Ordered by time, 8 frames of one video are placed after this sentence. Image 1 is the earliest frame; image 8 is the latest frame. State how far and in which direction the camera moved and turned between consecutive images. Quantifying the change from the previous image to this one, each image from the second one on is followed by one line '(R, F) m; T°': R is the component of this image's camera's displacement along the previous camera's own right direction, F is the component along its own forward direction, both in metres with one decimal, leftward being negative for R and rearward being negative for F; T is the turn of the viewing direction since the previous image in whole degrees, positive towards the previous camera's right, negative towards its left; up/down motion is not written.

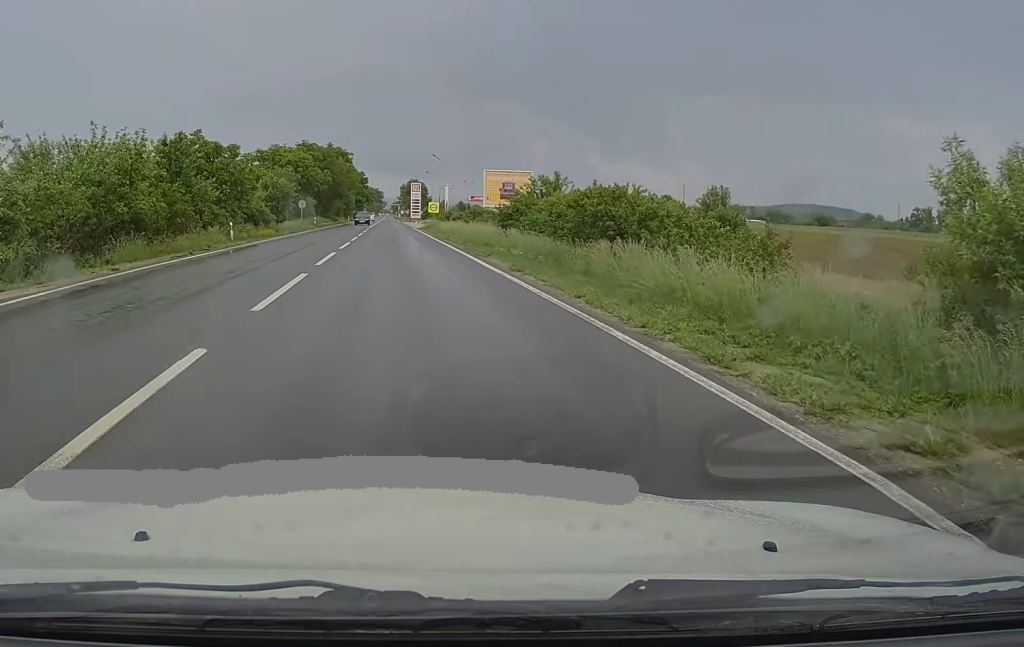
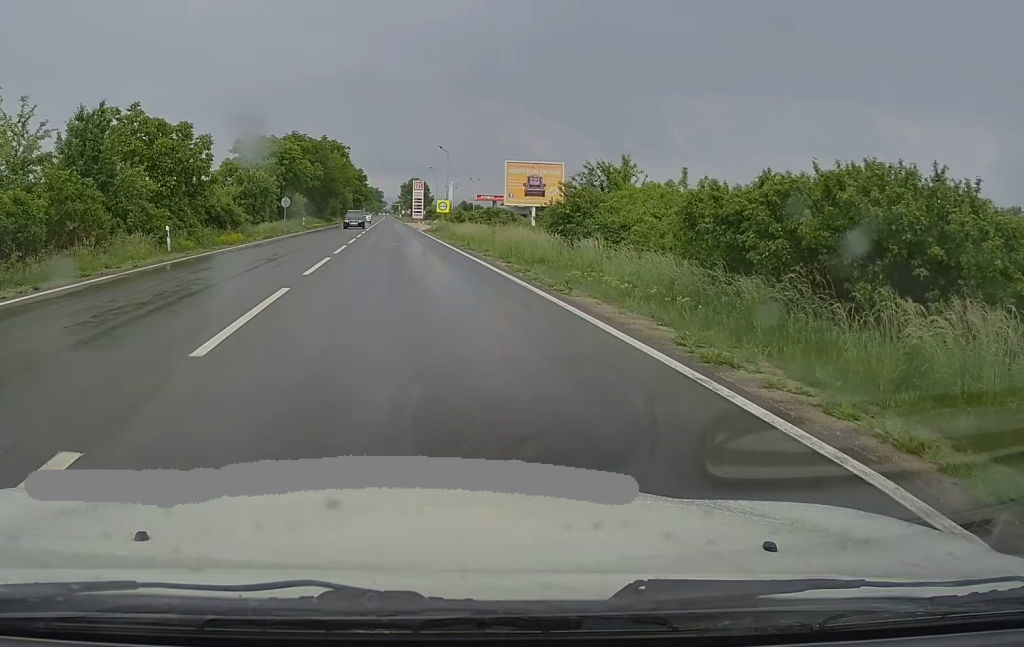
(+0.3, +11.9) m; 0°
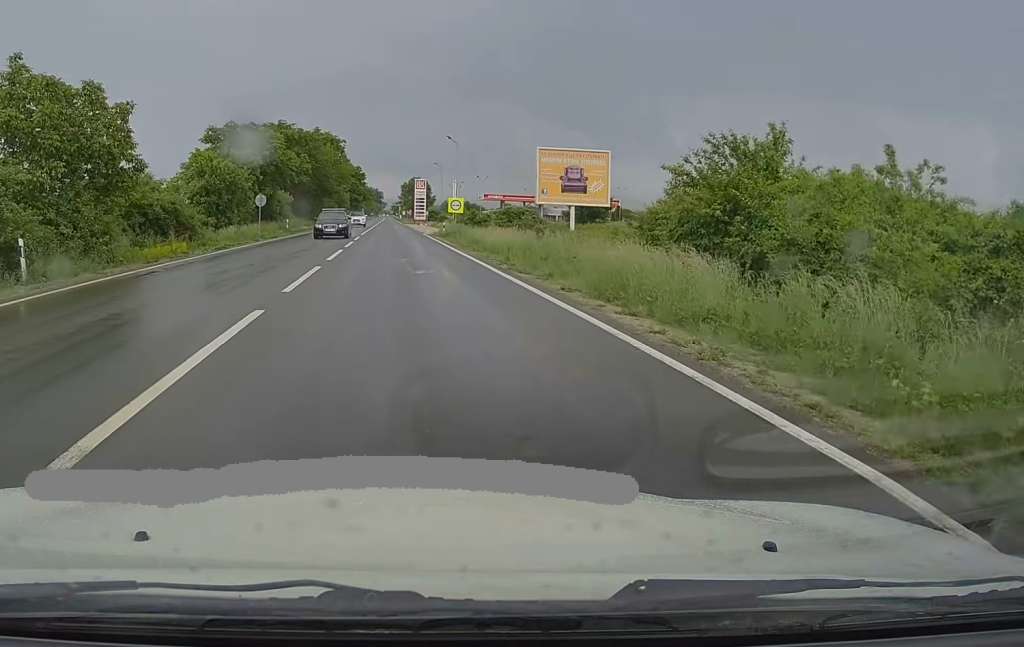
(-0.2, +11.9) m; -1°
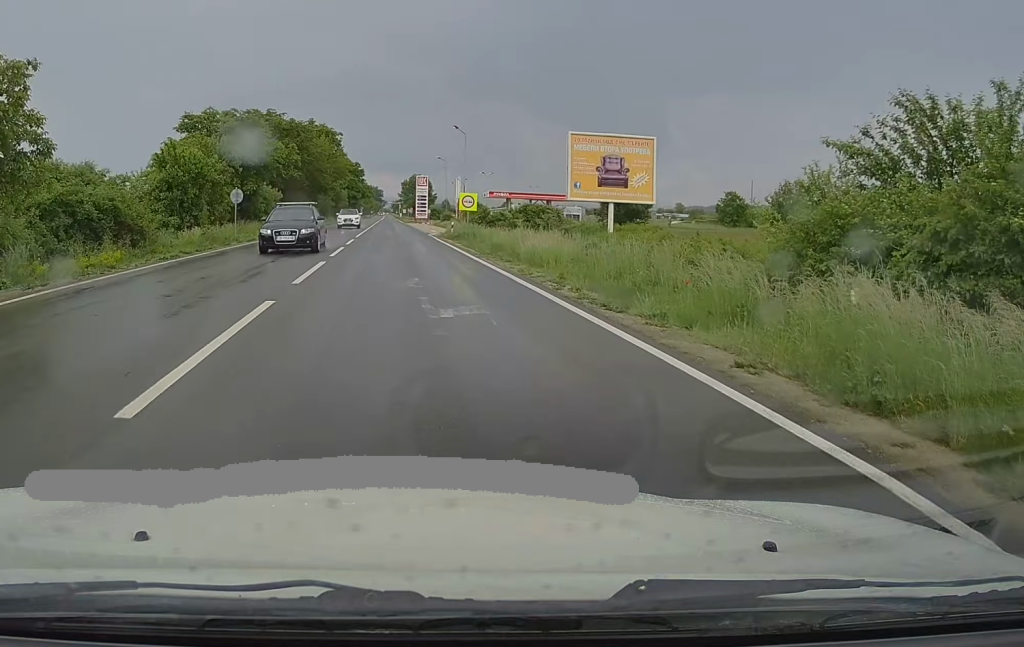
(-0.1, +7.8) m; -1°
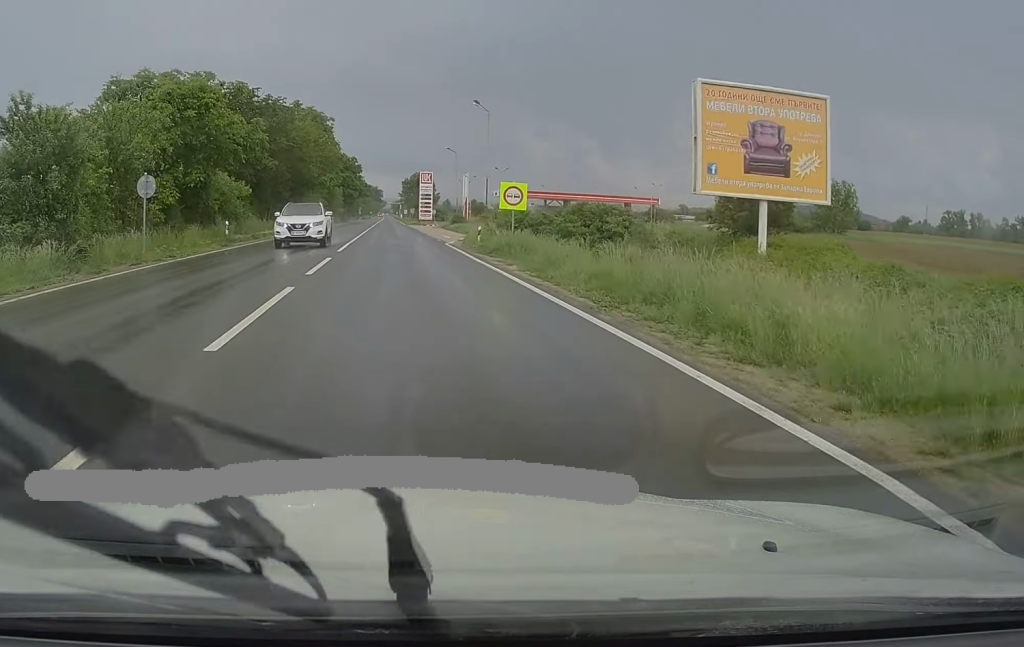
(0.0, +15.5) m; +1°
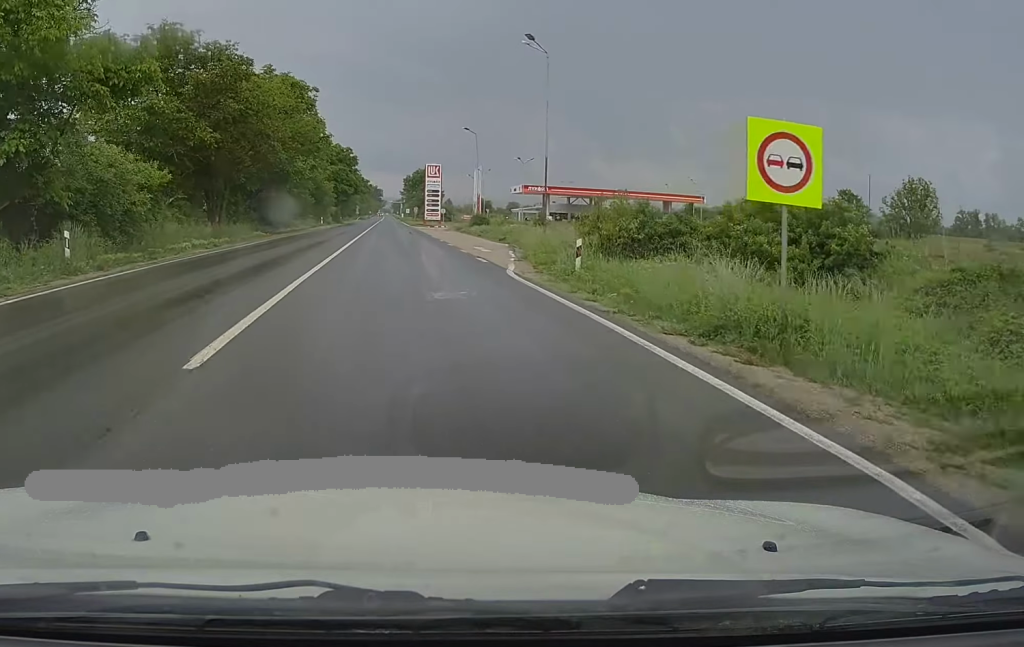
(+0.5, +19.6) m; 0°
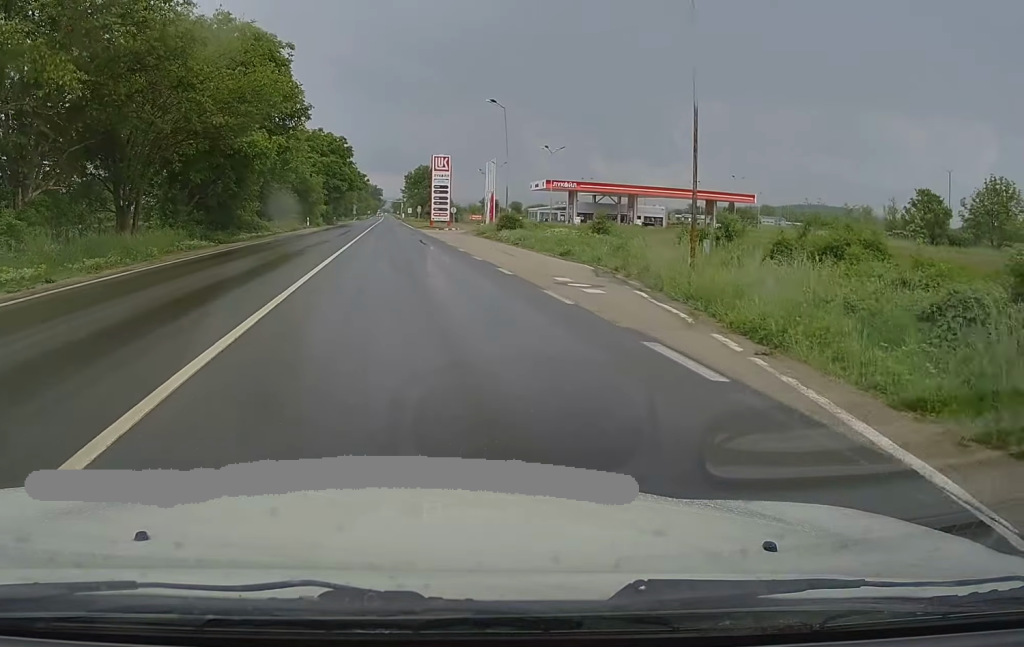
(-0.4, +16.5) m; -1°
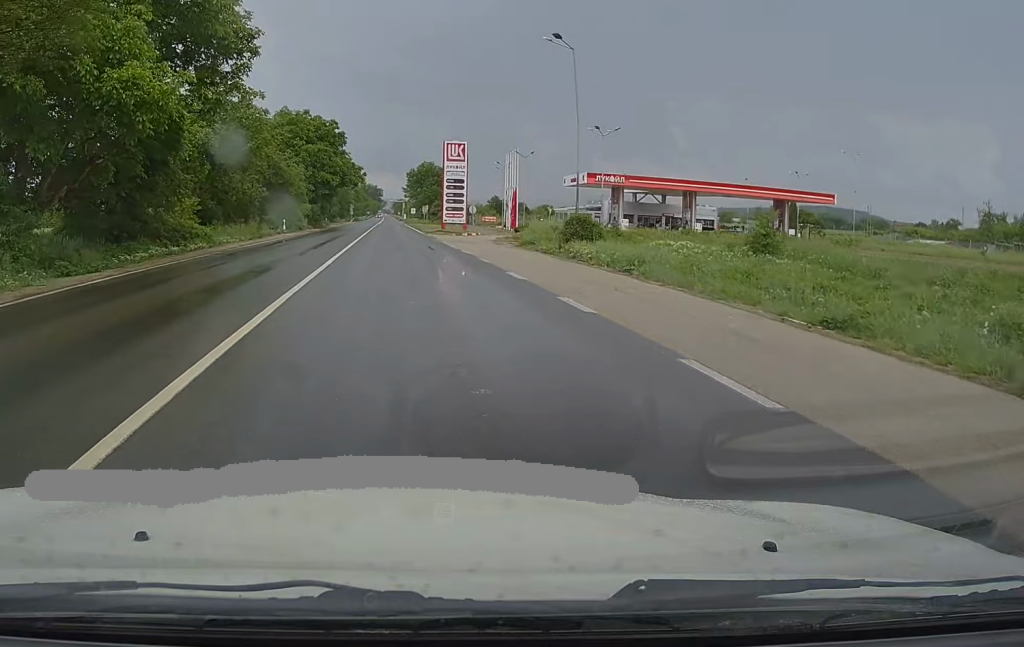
(0.0, +18.8) m; +1°
